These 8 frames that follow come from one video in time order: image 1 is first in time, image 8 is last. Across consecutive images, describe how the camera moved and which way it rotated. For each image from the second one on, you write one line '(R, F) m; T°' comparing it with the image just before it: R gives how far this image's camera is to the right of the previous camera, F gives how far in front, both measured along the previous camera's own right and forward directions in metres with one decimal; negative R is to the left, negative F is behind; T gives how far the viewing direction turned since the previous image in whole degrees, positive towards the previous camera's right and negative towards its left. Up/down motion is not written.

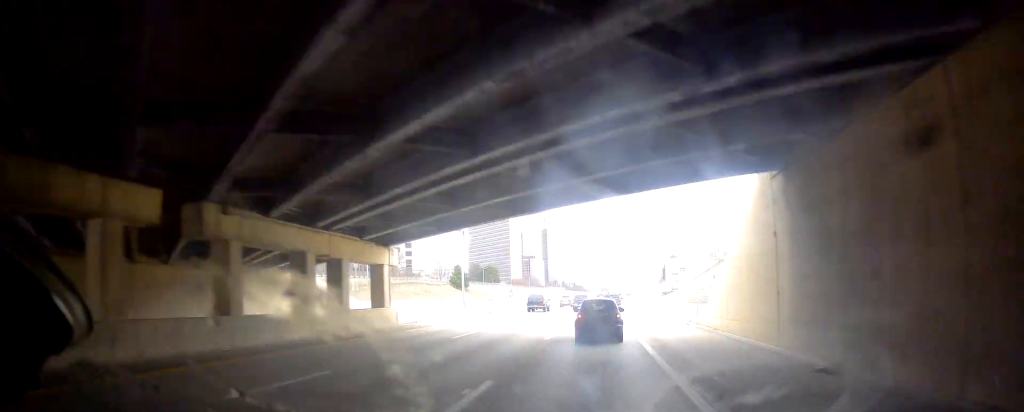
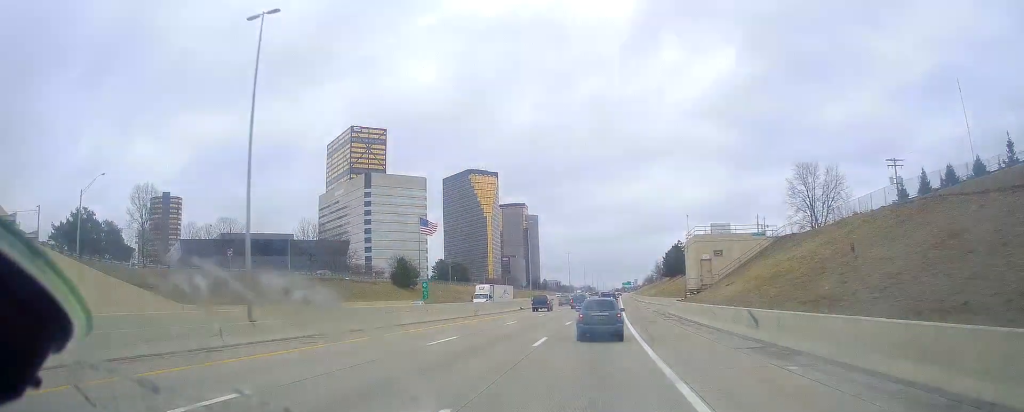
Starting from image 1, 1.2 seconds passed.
(+1.2, +34.2) m; +4°
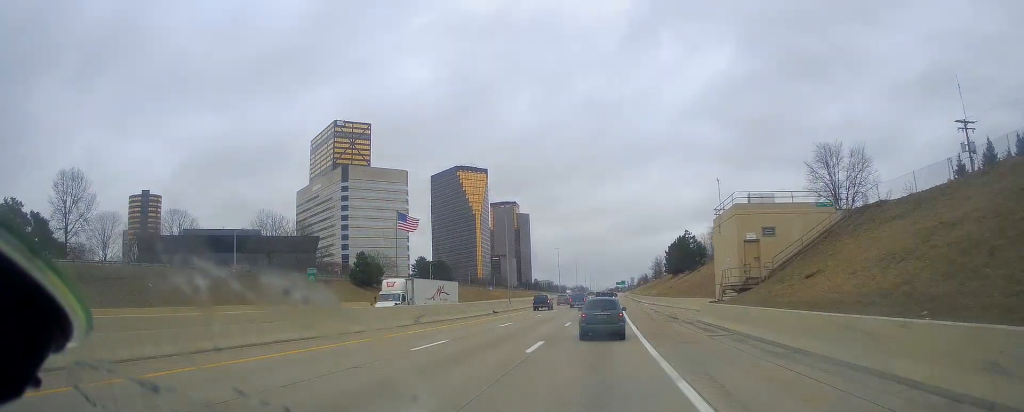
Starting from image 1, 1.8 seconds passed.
(+0.4, +17.5) m; +1°
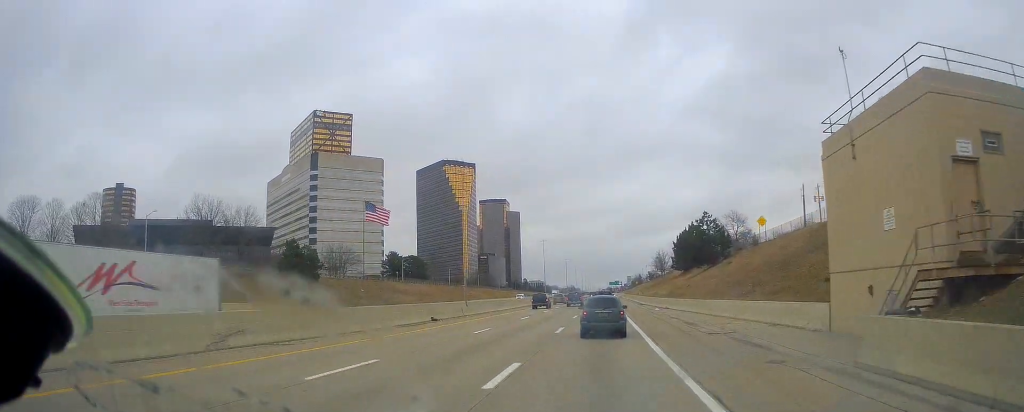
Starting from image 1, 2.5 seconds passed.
(+0.3, +22.3) m; +1°
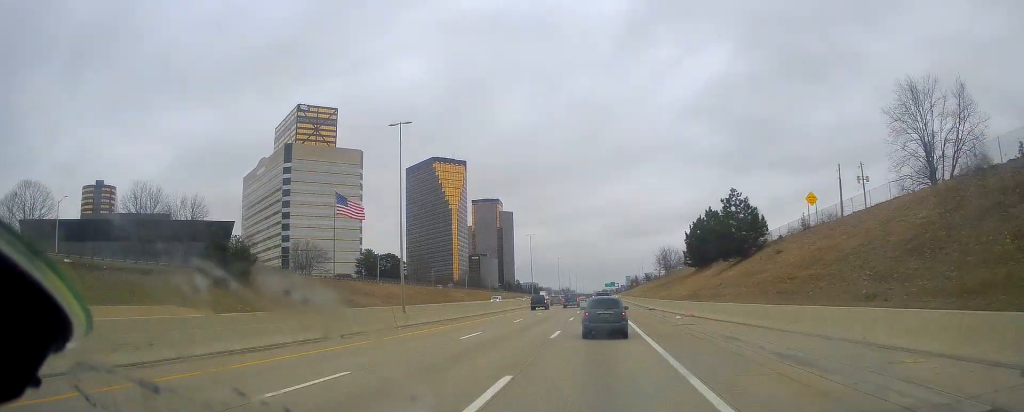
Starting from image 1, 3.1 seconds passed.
(0.0, +17.4) m; 0°
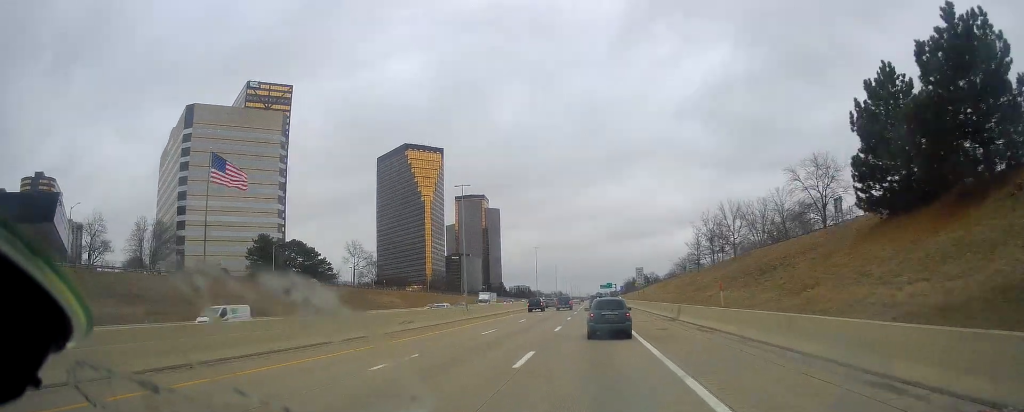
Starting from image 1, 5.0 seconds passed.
(+1.5, +55.0) m; +2°
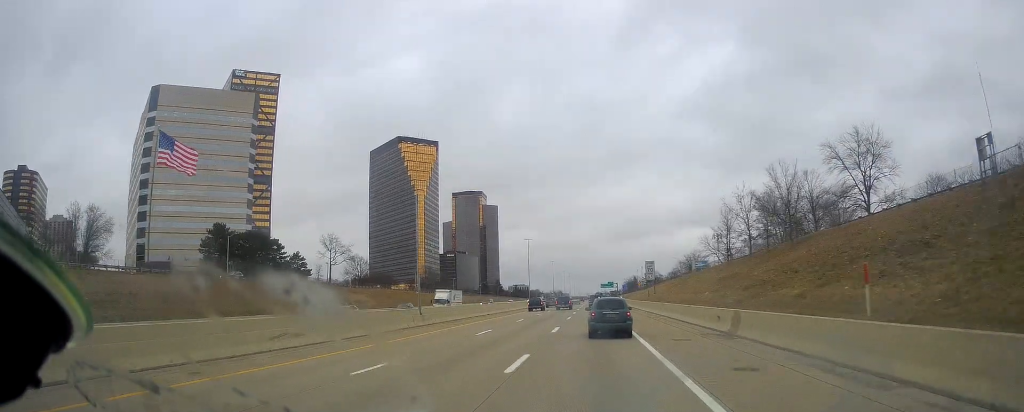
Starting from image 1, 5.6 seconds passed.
(-0.1, +16.4) m; 0°
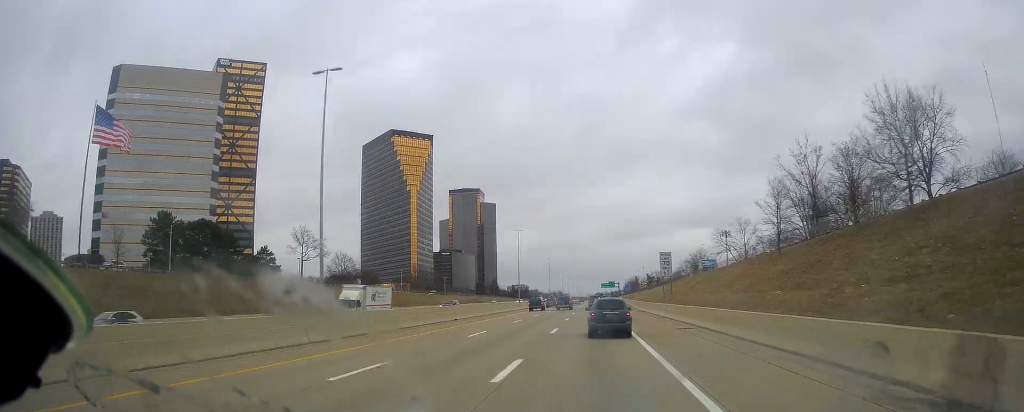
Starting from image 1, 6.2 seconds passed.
(-0.5, +16.4) m; 0°
